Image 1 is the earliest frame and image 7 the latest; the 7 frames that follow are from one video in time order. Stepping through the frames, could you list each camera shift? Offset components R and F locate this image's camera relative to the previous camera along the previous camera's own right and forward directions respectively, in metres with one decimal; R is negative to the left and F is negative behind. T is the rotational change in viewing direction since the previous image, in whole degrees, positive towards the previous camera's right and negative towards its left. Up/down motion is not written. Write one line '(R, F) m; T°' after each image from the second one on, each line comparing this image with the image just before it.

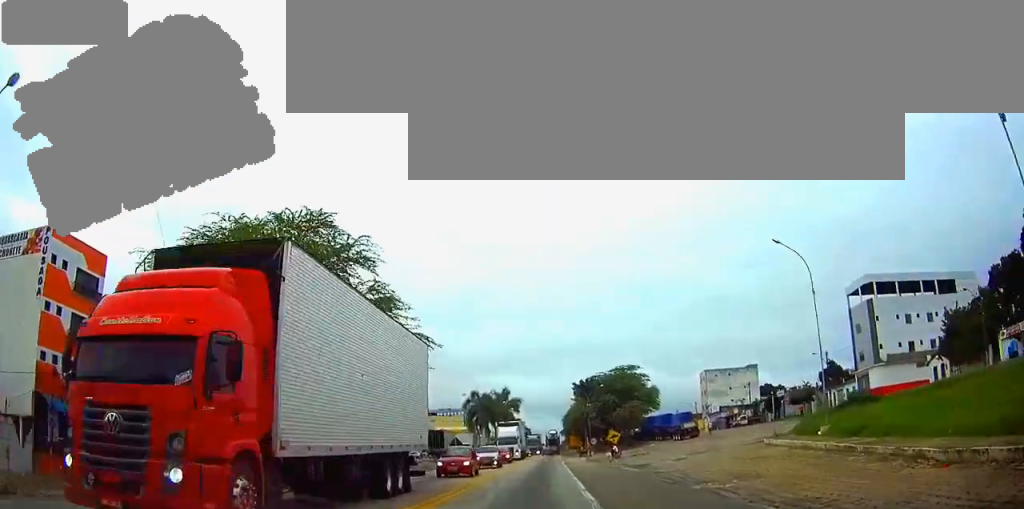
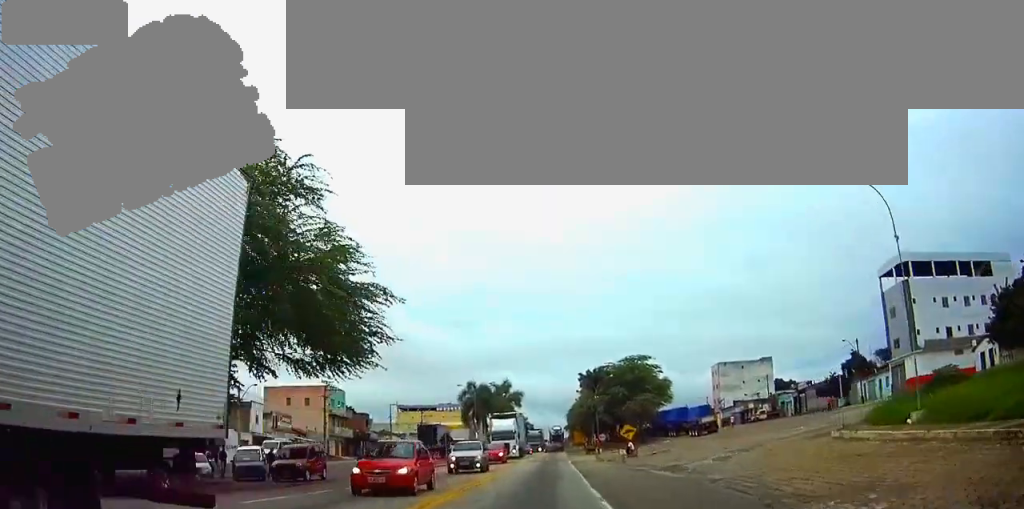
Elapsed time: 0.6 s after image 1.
(-0.1, +8.4) m; 0°
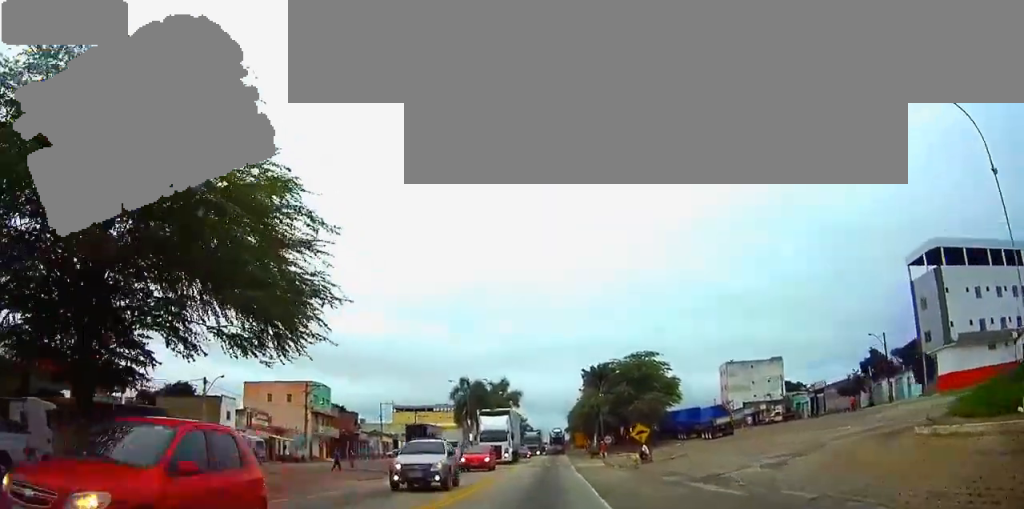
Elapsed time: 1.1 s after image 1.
(+0.1, +6.7) m; 0°
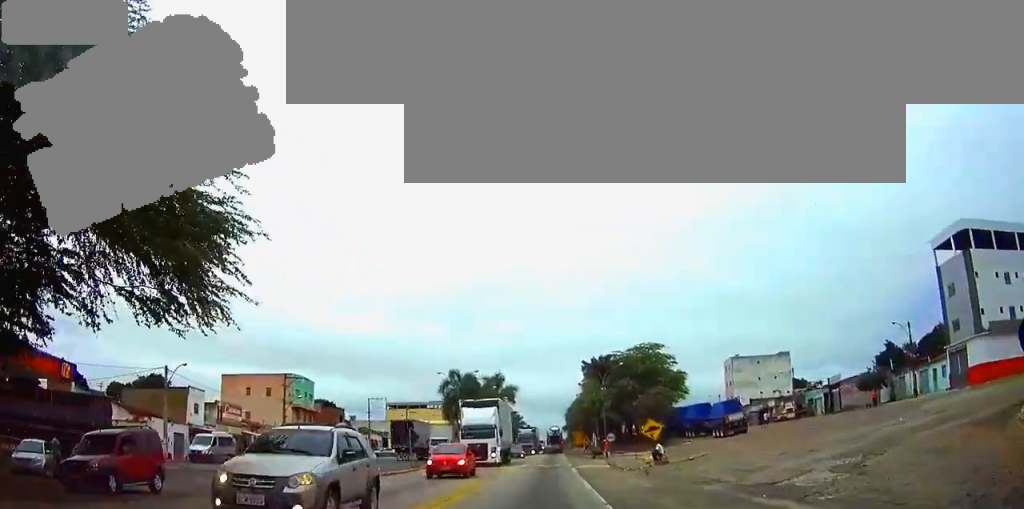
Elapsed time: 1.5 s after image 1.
(0.0, +6.3) m; 0°
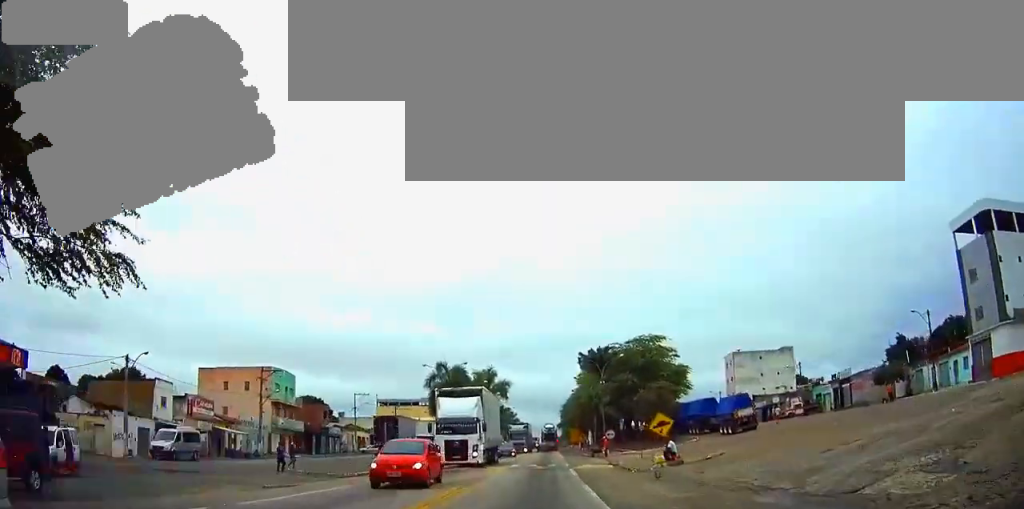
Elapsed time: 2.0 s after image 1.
(0.0, +5.2) m; 0°
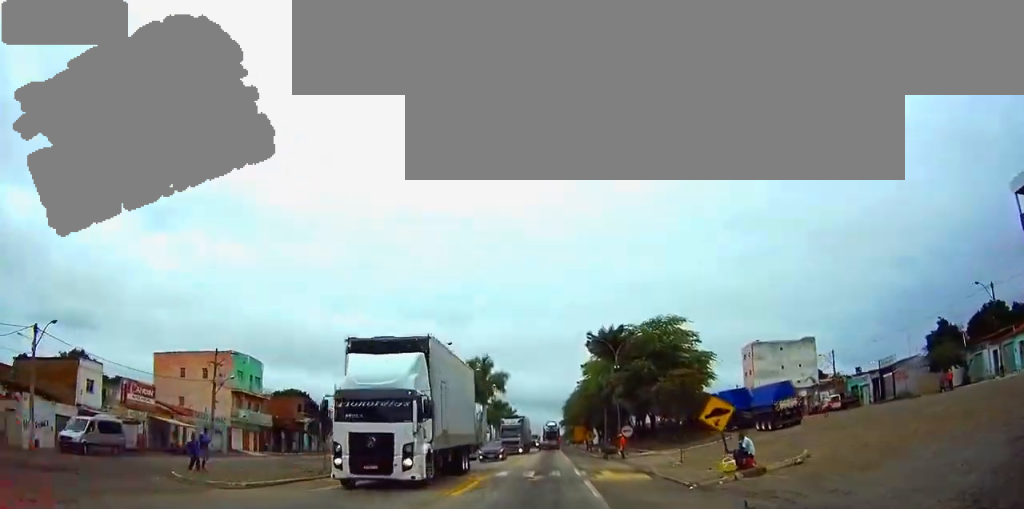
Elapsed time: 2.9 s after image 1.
(0.0, +10.5) m; 0°
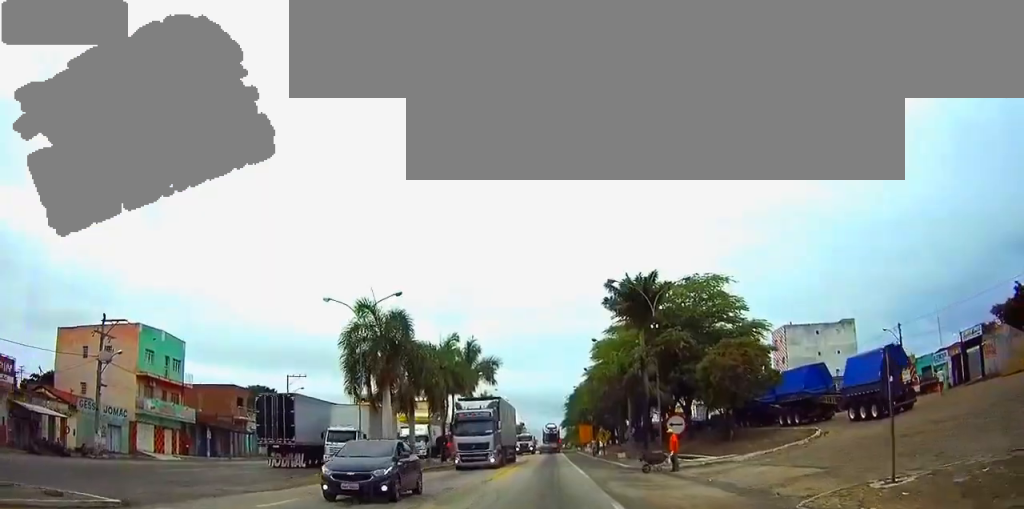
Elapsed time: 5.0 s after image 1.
(-0.3, +16.8) m; -2°
